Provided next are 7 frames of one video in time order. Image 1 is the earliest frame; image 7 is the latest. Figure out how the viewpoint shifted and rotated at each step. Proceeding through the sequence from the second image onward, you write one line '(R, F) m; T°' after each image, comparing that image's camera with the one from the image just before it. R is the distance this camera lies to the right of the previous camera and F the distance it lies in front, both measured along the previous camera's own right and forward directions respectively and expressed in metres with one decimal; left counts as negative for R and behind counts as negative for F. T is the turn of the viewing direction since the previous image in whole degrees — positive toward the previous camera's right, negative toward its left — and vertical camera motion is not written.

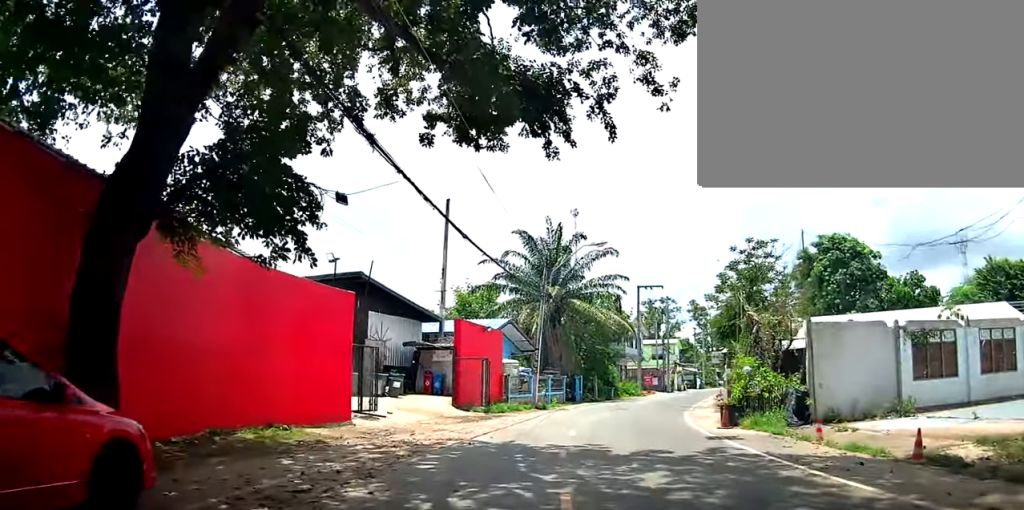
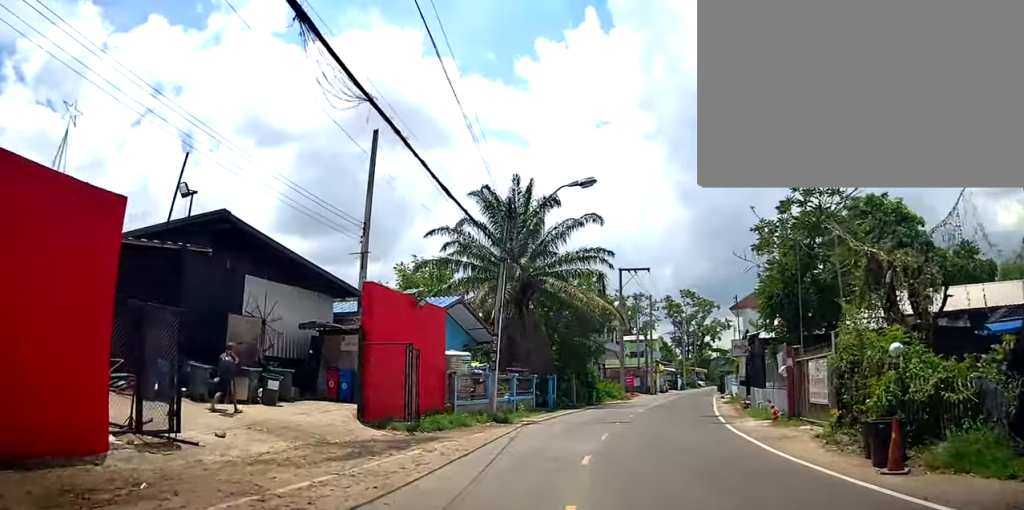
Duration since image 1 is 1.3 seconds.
(+0.2, +8.7) m; +6°
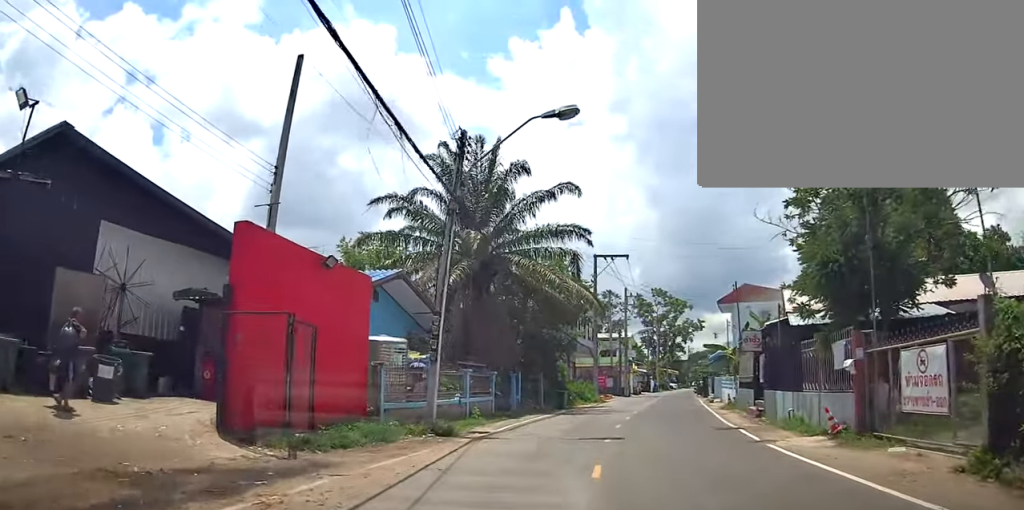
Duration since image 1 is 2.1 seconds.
(+0.3, +5.6) m; +4°
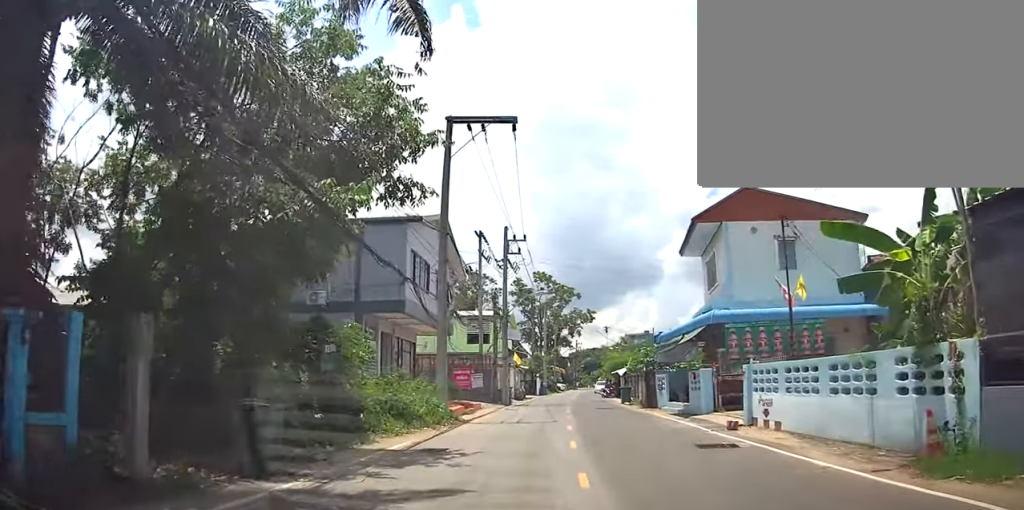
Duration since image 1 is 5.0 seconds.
(+0.8, +21.5) m; +2°
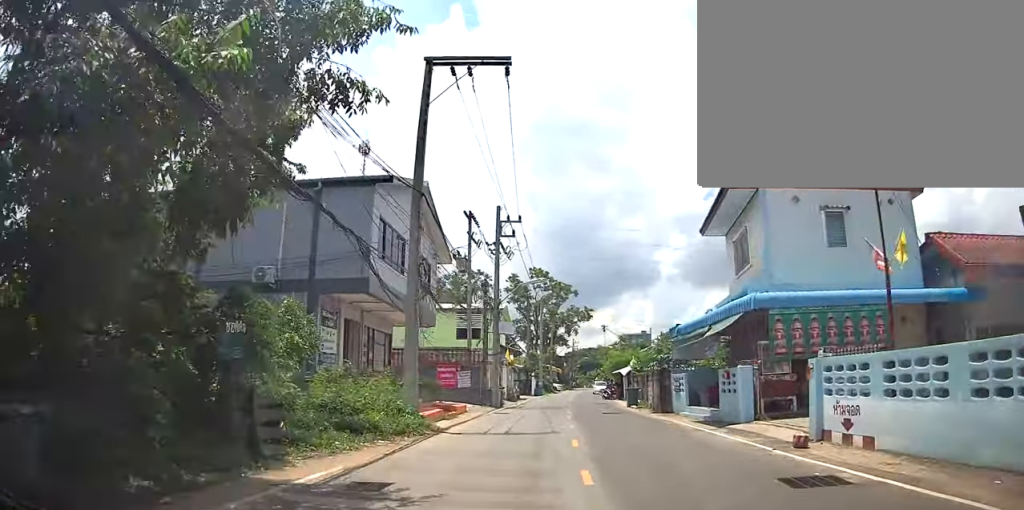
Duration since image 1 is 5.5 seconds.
(-0.1, +3.7) m; +1°
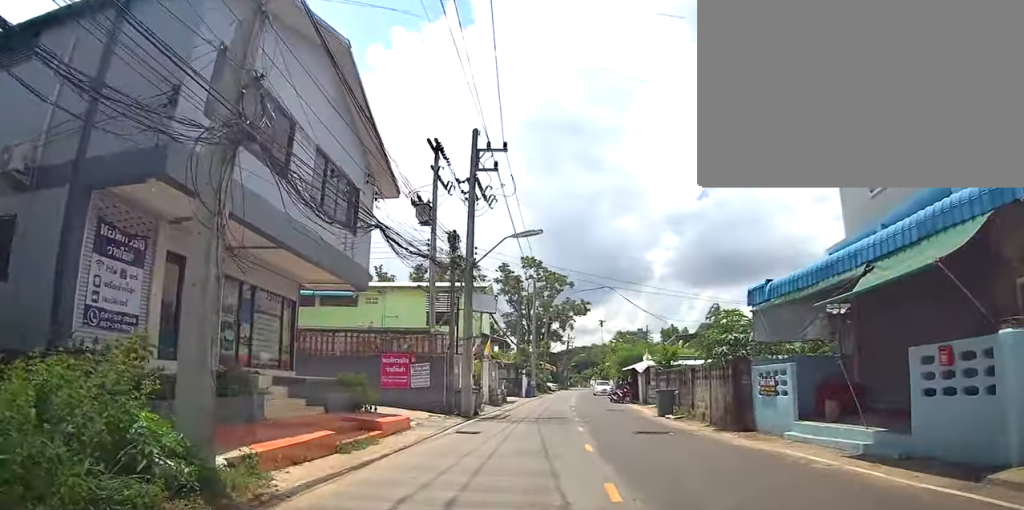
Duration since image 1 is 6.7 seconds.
(+0.3, +9.0) m; +6°
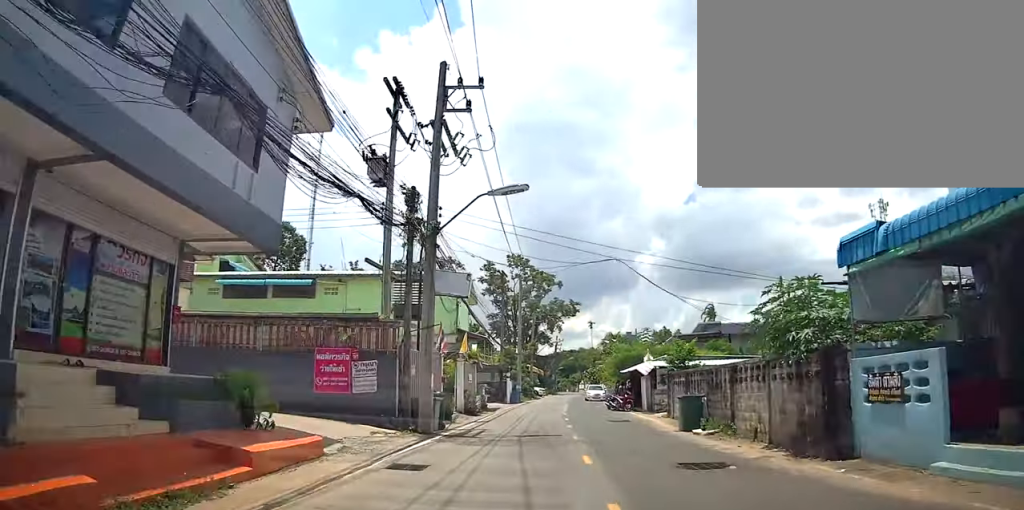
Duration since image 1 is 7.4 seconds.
(+0.2, +4.9) m; +3°
